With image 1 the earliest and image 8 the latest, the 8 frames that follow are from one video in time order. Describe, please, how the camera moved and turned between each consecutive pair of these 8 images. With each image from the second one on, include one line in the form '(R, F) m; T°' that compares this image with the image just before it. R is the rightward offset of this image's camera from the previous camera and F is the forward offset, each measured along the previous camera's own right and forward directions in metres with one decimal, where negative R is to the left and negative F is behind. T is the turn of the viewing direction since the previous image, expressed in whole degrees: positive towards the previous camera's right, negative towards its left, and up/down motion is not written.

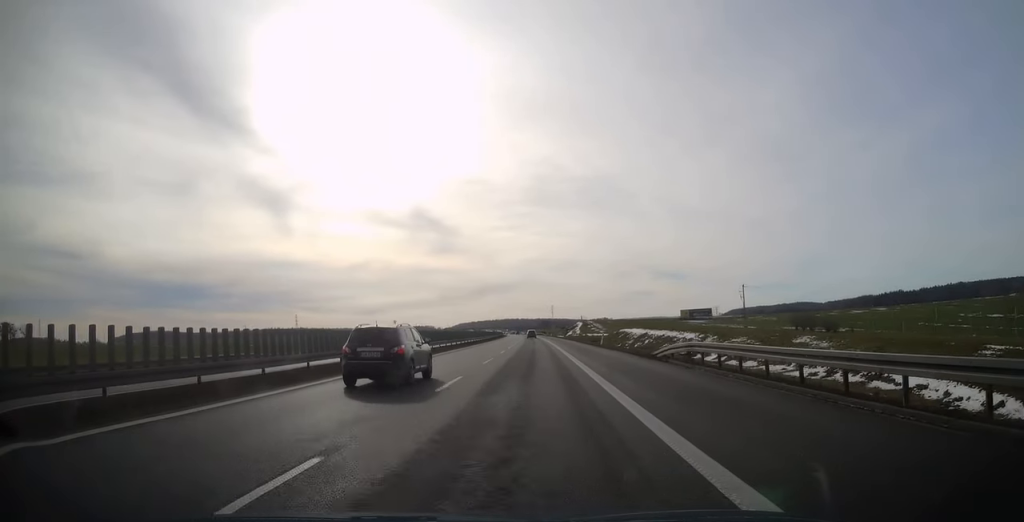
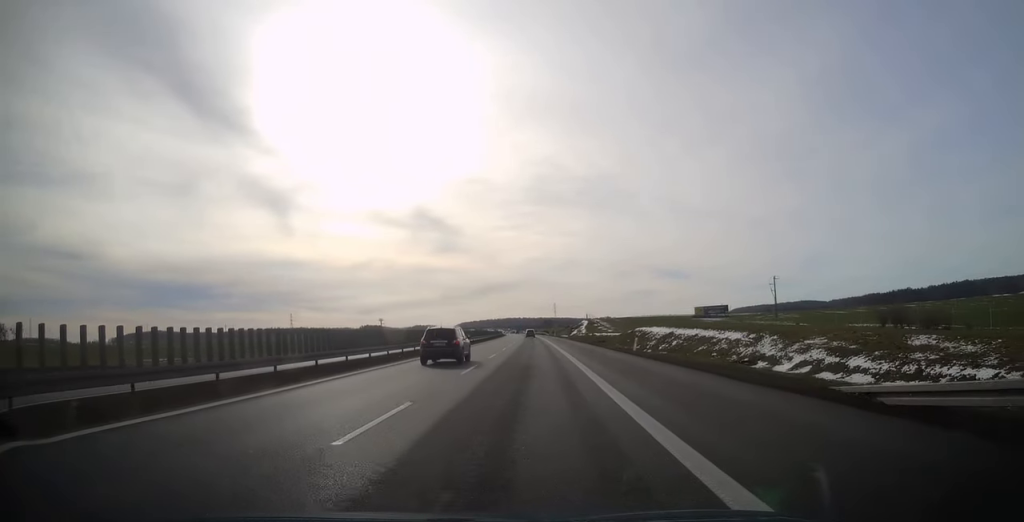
(0.0, +18.8) m; 0°
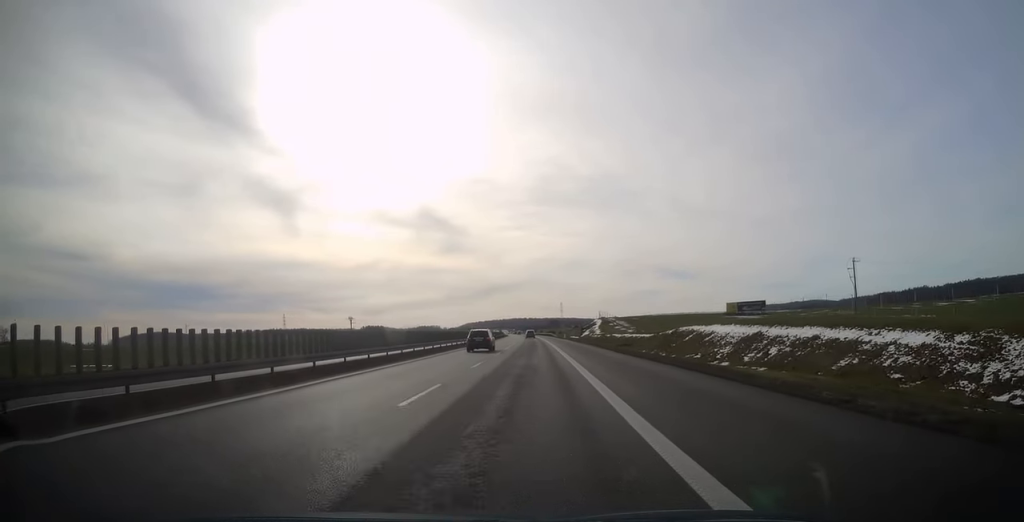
(-0.2, +32.1) m; -1°
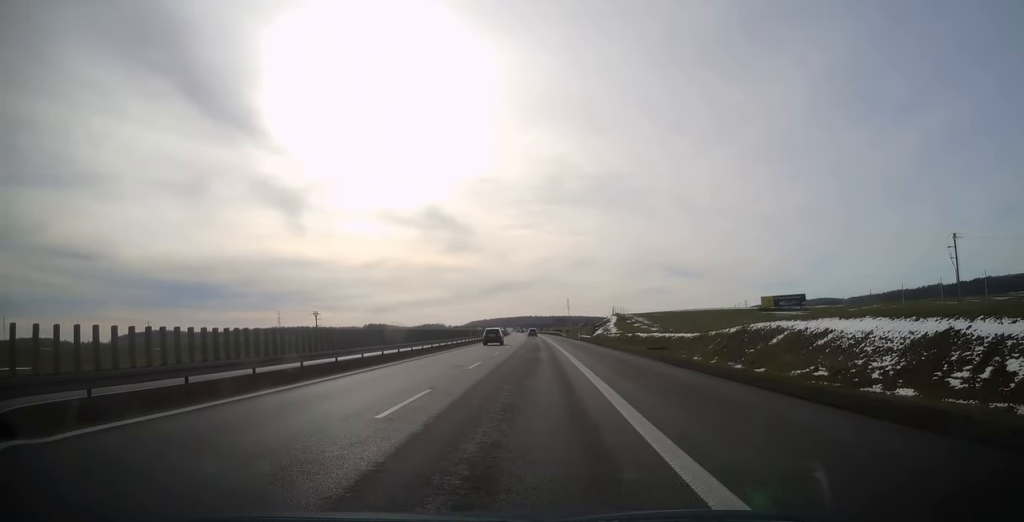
(-0.1, +25.5) m; 0°
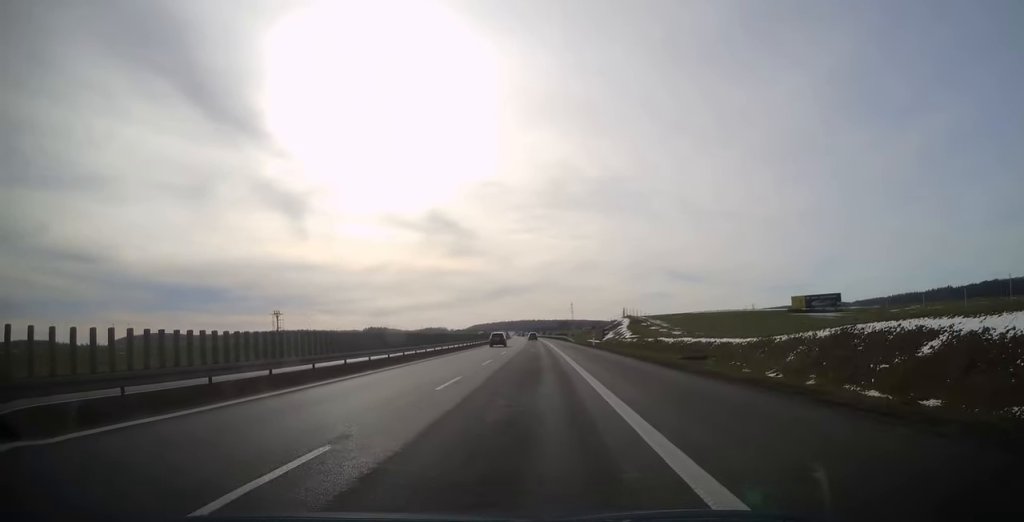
(0.0, +18.9) m; 0°
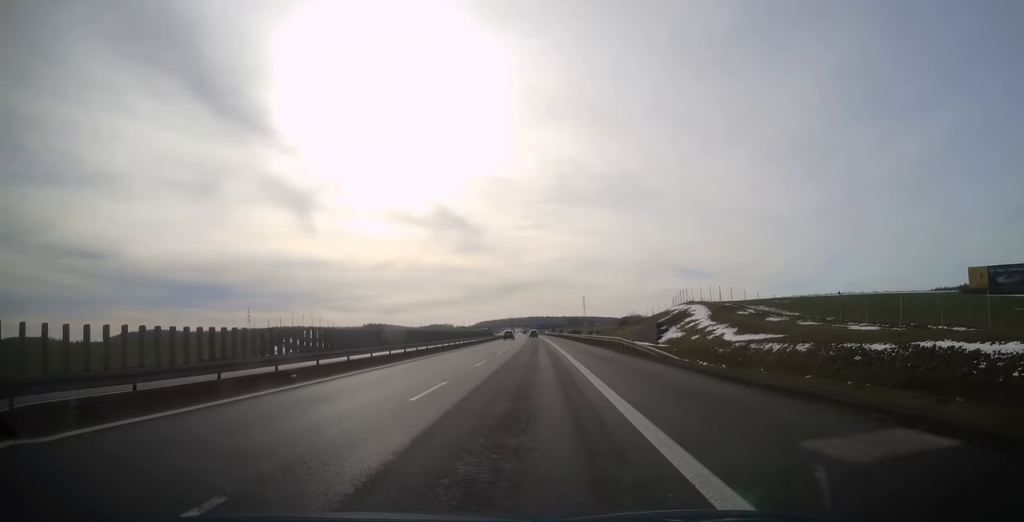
(-0.6, +63.7) m; -1°
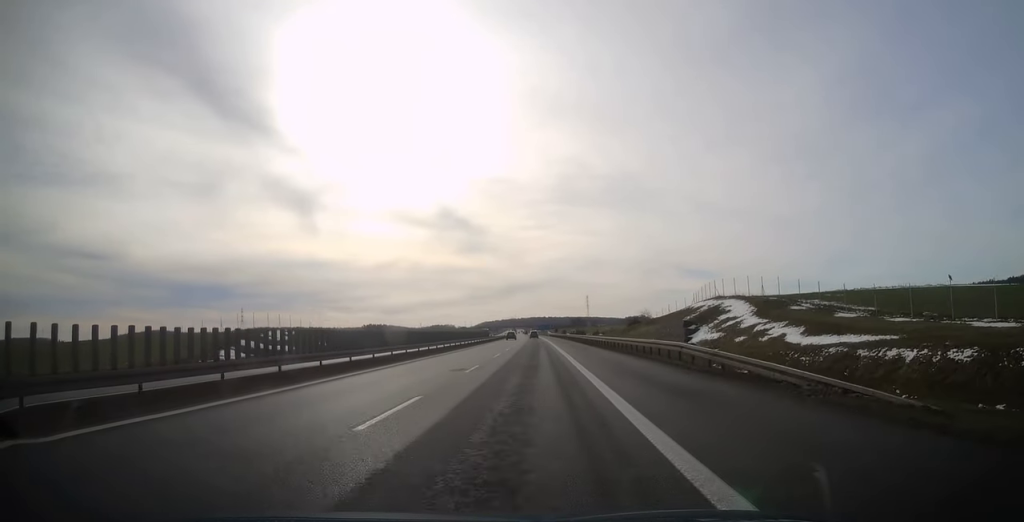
(0.0, +15.7) m; 0°
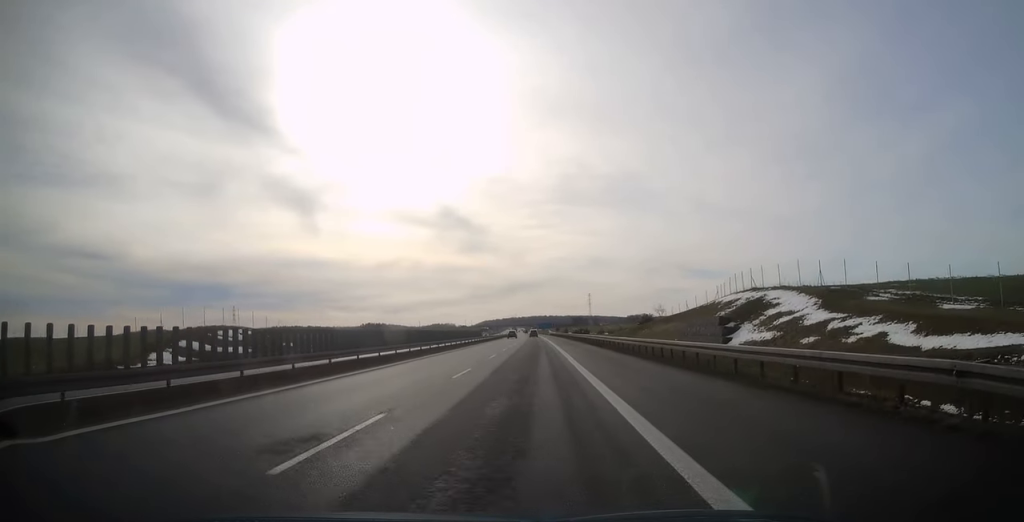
(-0.1, +14.8) m; 0°
